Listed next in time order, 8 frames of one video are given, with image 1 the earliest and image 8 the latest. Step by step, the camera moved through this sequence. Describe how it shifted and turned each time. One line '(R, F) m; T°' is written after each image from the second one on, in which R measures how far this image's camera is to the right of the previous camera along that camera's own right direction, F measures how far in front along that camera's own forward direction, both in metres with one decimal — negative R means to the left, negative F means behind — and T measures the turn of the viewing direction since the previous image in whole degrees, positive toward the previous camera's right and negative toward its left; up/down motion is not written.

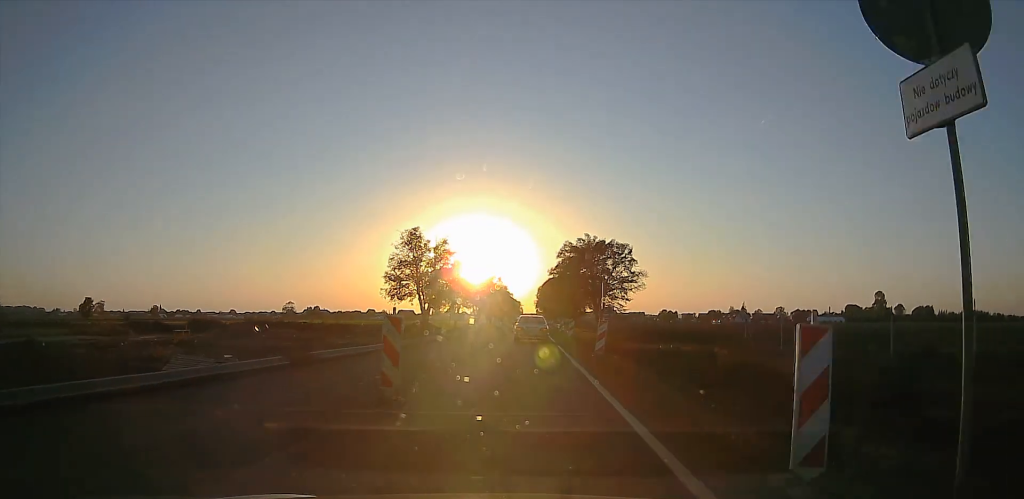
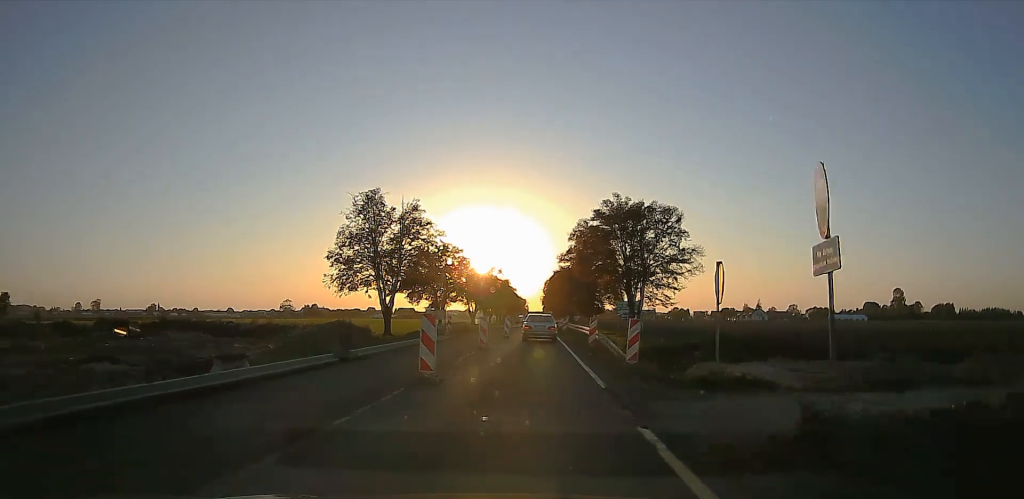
(-0.2, +24.6) m; 0°
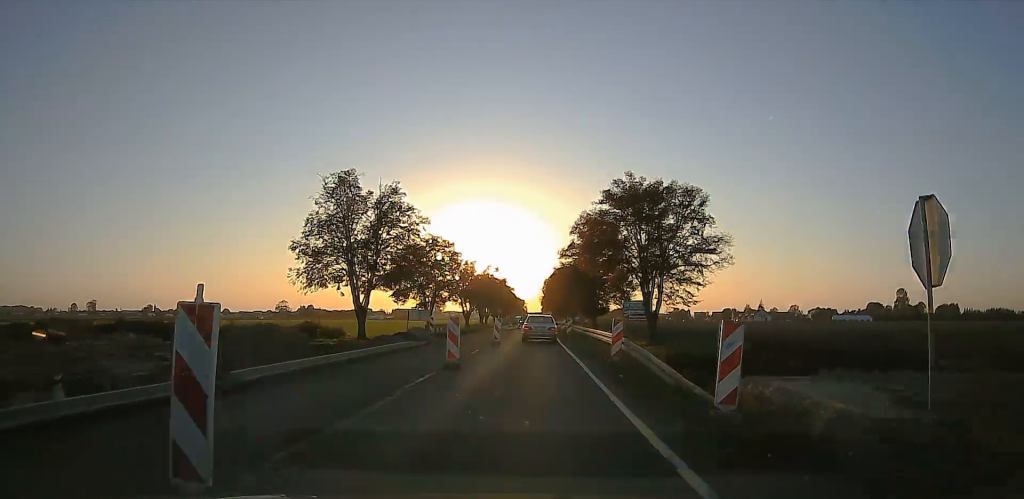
(+0.1, +8.5) m; +1°
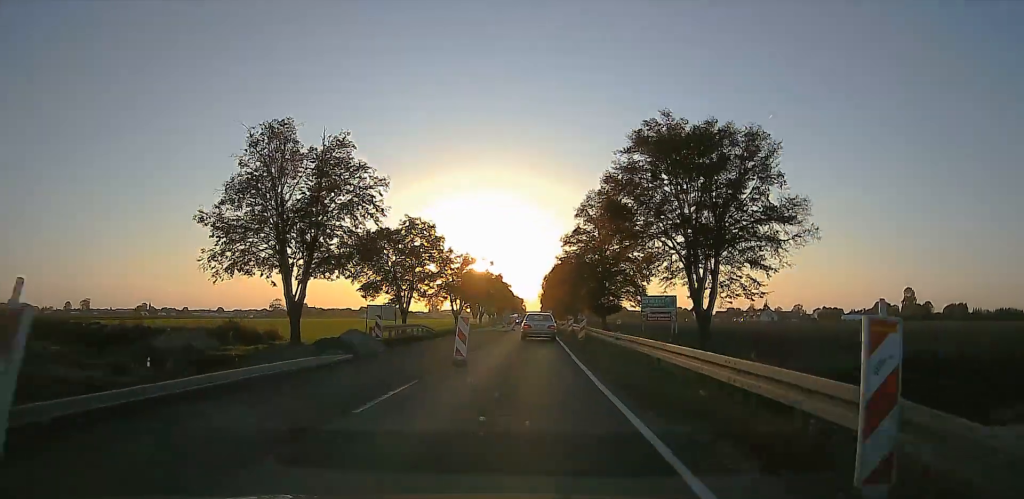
(0.0, +14.5) m; 0°
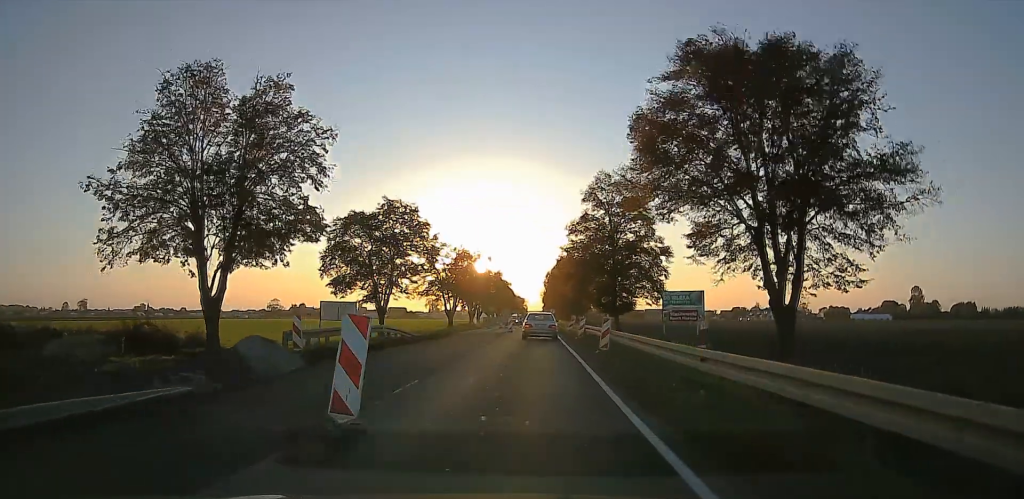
(0.0, +10.5) m; 0°
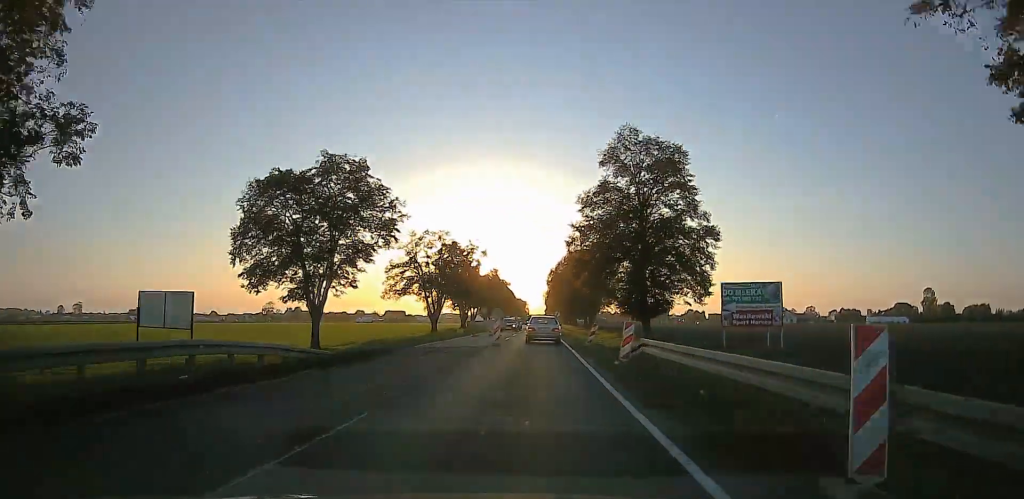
(0.0, +17.7) m; 0°
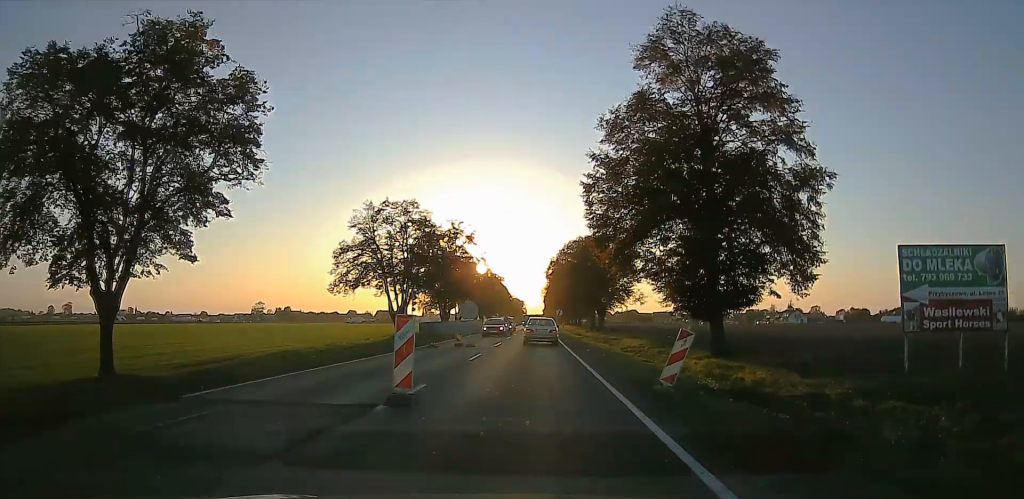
(+1.5, +19.8) m; +3°
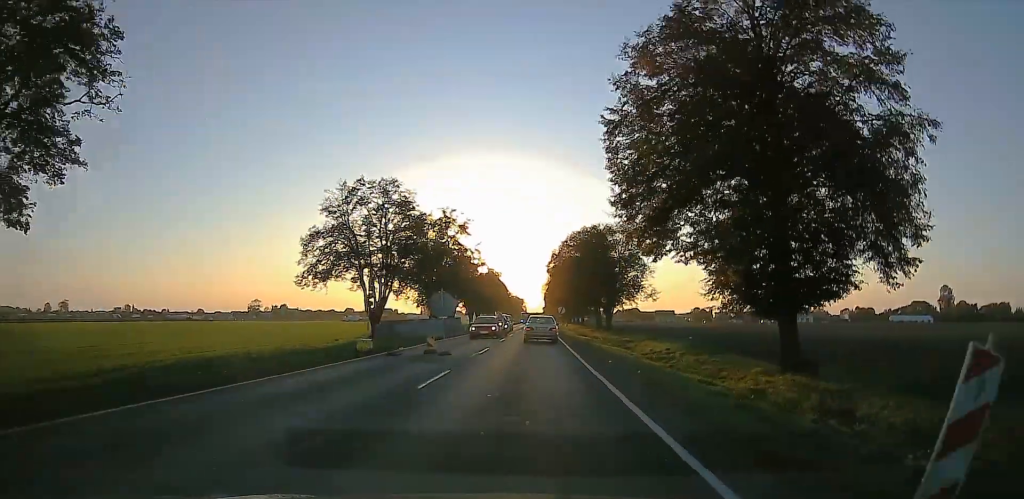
(+0.2, +8.1) m; -5°
